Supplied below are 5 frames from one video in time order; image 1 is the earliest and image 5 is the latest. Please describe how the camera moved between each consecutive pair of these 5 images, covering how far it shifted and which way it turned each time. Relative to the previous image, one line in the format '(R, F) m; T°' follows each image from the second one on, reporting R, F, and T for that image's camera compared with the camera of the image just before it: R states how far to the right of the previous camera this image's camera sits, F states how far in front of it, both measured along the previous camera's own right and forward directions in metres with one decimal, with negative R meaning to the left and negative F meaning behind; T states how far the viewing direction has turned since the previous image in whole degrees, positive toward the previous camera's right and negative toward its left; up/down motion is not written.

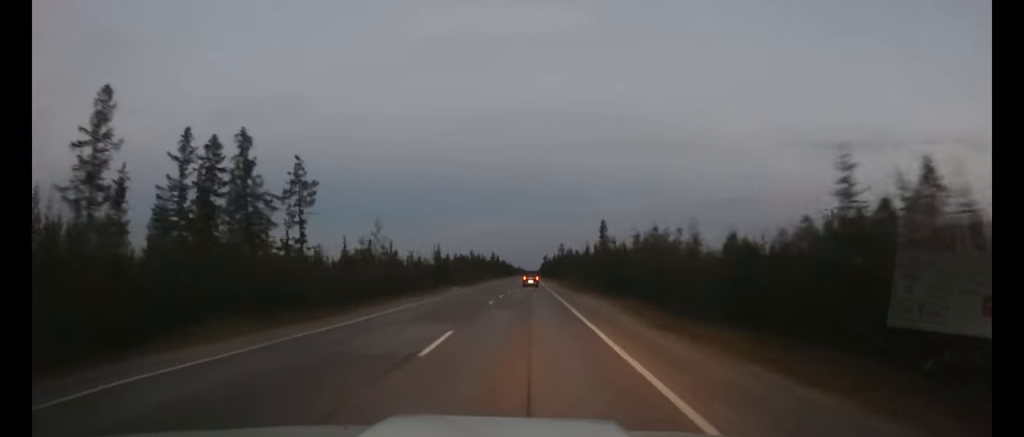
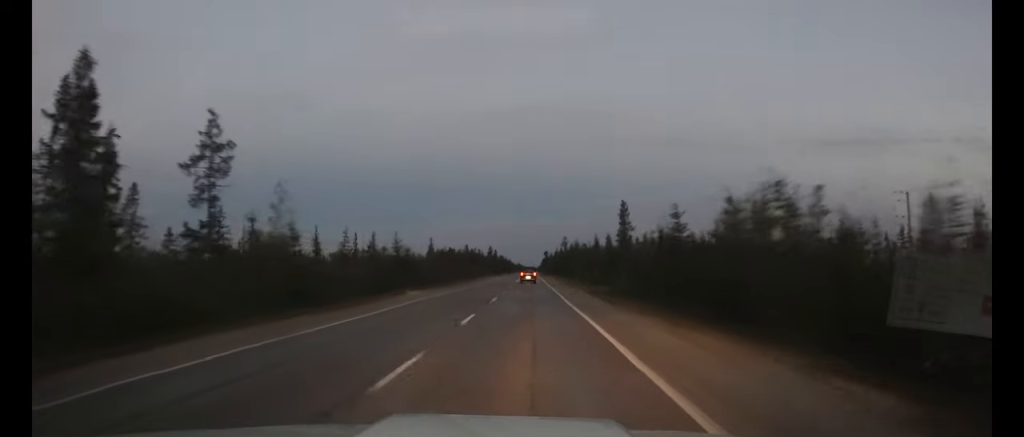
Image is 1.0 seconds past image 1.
(0.0, +18.8) m; 0°
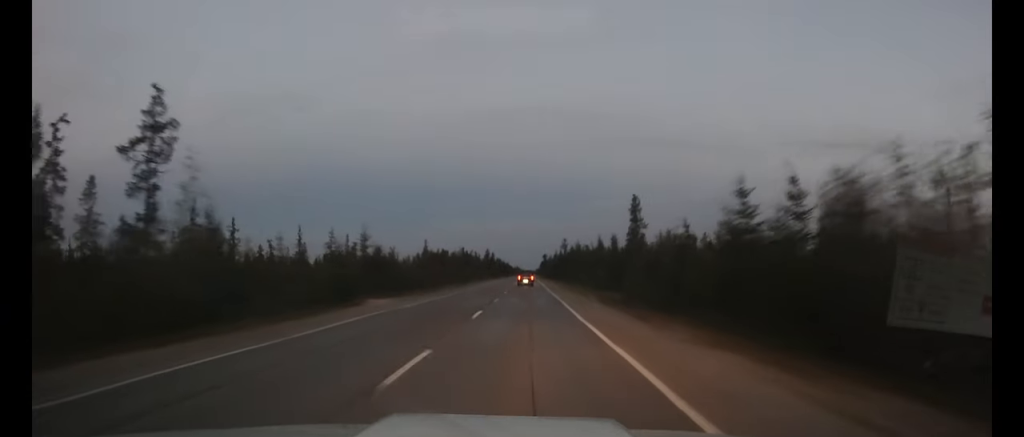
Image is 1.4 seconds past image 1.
(0.0, +8.2) m; 0°
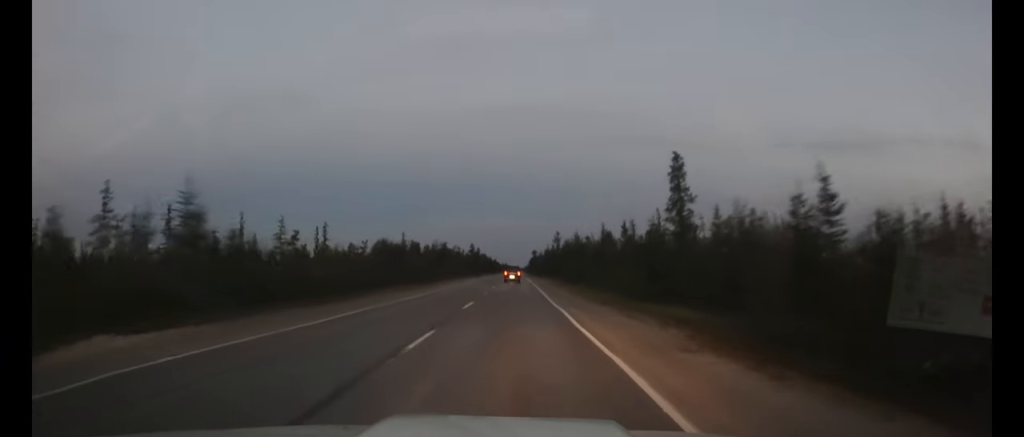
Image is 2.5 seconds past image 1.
(0.0, +20.3) m; 0°
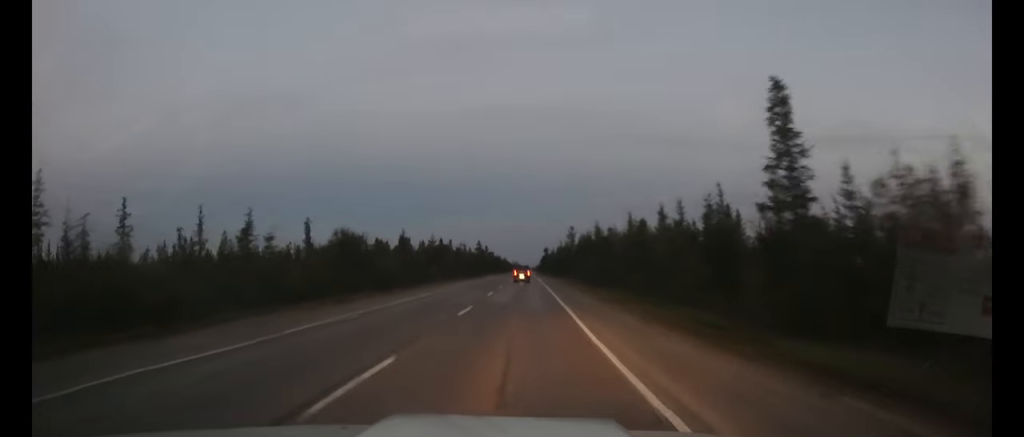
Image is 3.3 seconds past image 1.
(0.0, +15.9) m; 0°
